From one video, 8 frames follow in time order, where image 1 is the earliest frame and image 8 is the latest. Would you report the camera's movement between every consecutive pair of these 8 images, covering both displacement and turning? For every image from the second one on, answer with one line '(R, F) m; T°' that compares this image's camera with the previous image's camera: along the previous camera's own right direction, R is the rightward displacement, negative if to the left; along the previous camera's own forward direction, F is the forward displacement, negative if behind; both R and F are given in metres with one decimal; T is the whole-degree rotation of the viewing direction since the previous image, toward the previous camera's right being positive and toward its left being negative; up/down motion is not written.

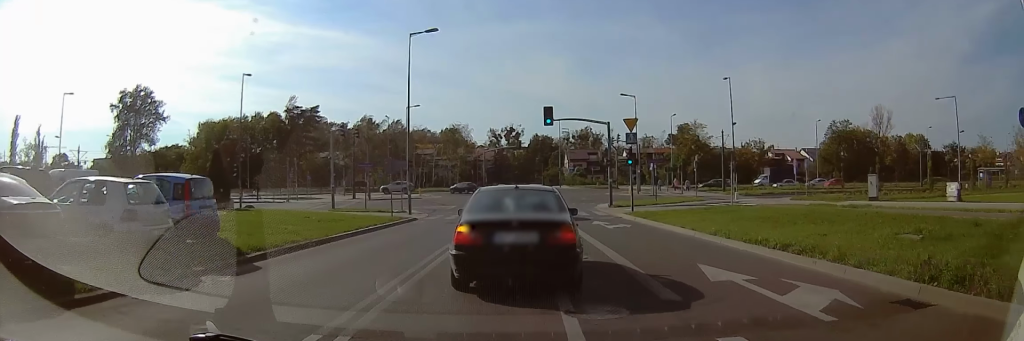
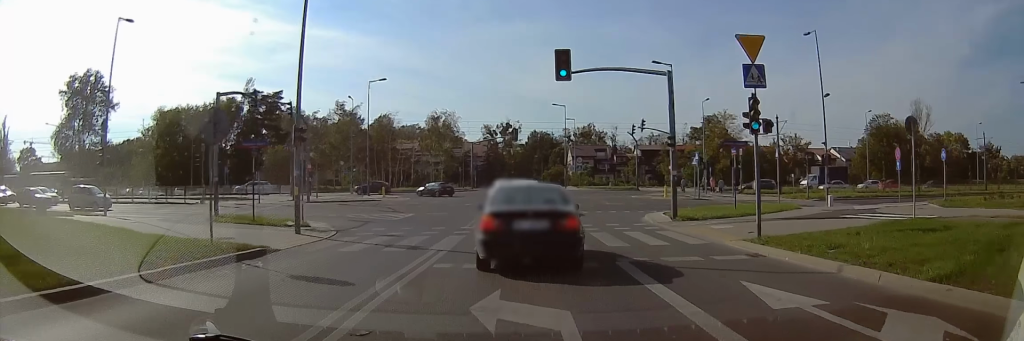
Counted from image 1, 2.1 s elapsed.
(-0.8, +16.5) m; -2°
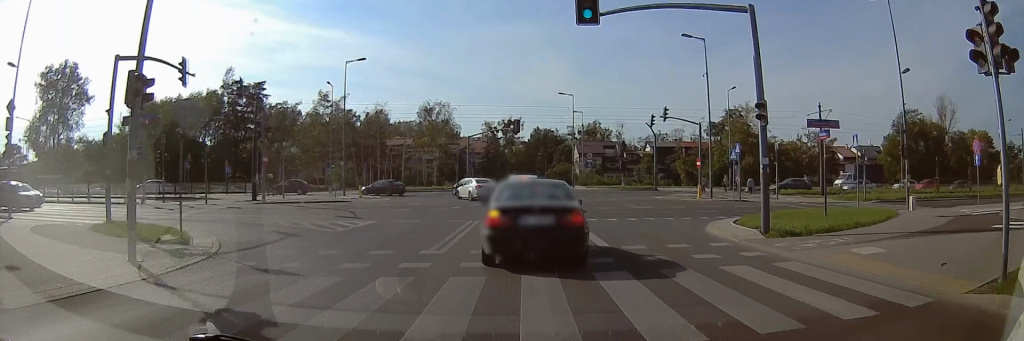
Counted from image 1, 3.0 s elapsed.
(0.0, +8.5) m; +3°
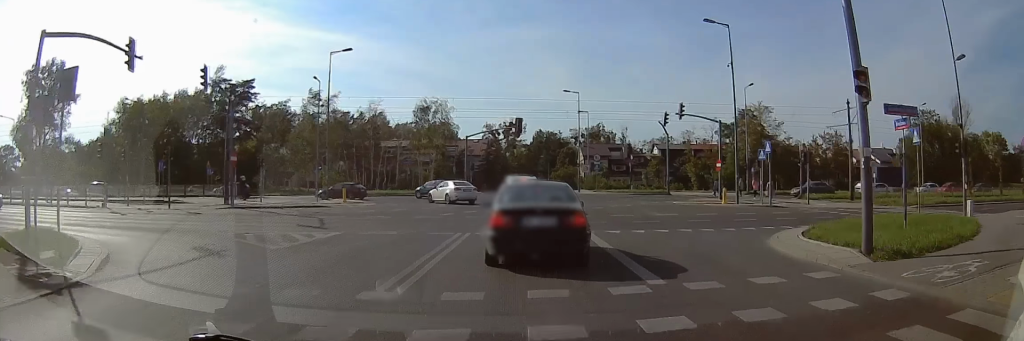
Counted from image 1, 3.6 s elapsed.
(-0.2, +4.8) m; +3°
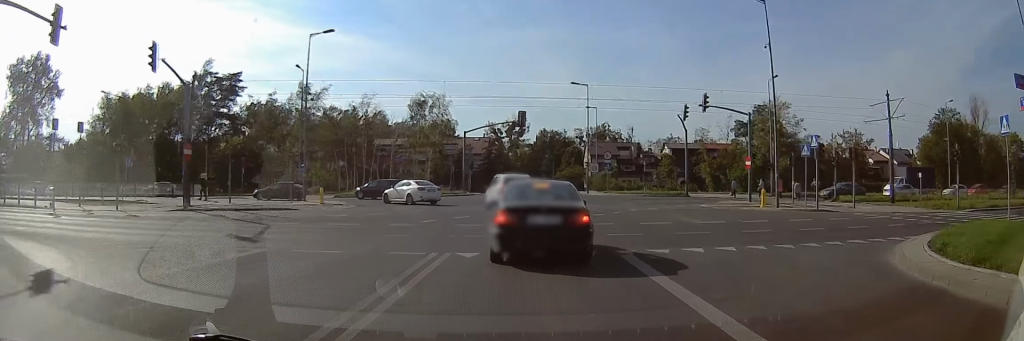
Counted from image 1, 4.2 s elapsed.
(+0.5, +5.7) m; +3°
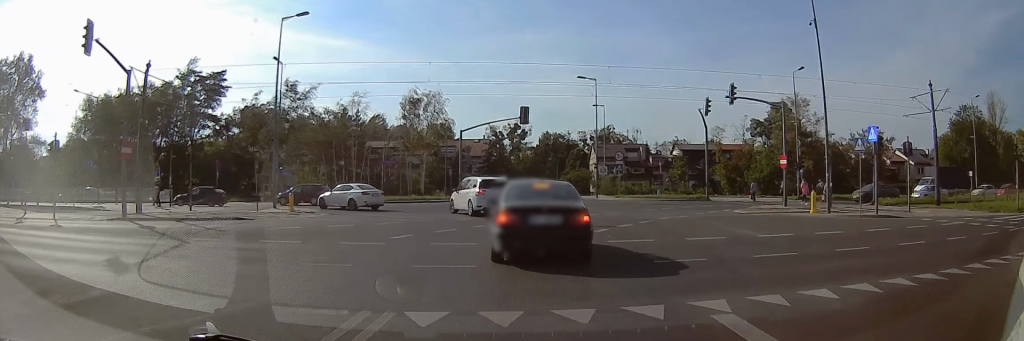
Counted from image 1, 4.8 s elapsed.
(+0.2, +5.6) m; -1°
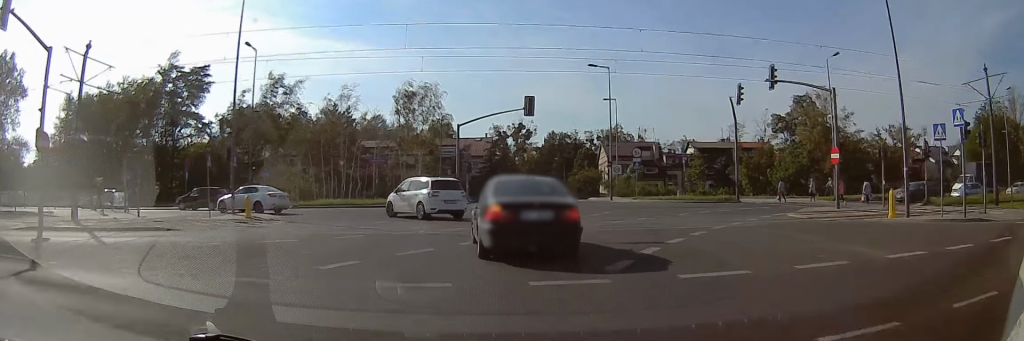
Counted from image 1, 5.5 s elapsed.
(+0.2, +6.1) m; -6°
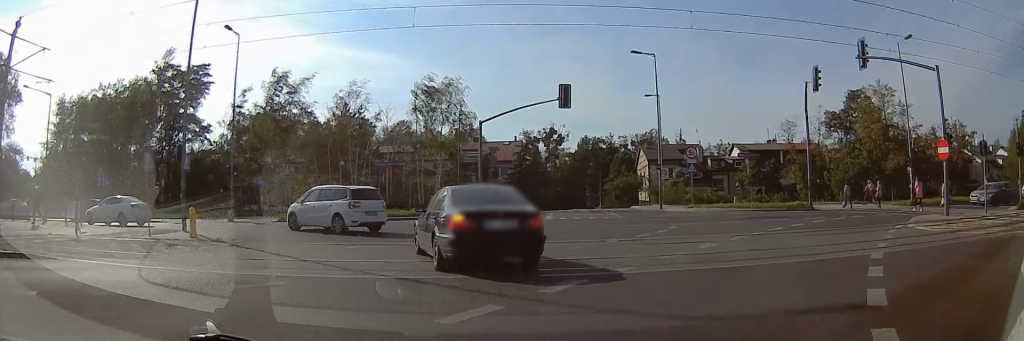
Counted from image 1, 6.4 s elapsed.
(-1.0, +7.4) m; -9°
